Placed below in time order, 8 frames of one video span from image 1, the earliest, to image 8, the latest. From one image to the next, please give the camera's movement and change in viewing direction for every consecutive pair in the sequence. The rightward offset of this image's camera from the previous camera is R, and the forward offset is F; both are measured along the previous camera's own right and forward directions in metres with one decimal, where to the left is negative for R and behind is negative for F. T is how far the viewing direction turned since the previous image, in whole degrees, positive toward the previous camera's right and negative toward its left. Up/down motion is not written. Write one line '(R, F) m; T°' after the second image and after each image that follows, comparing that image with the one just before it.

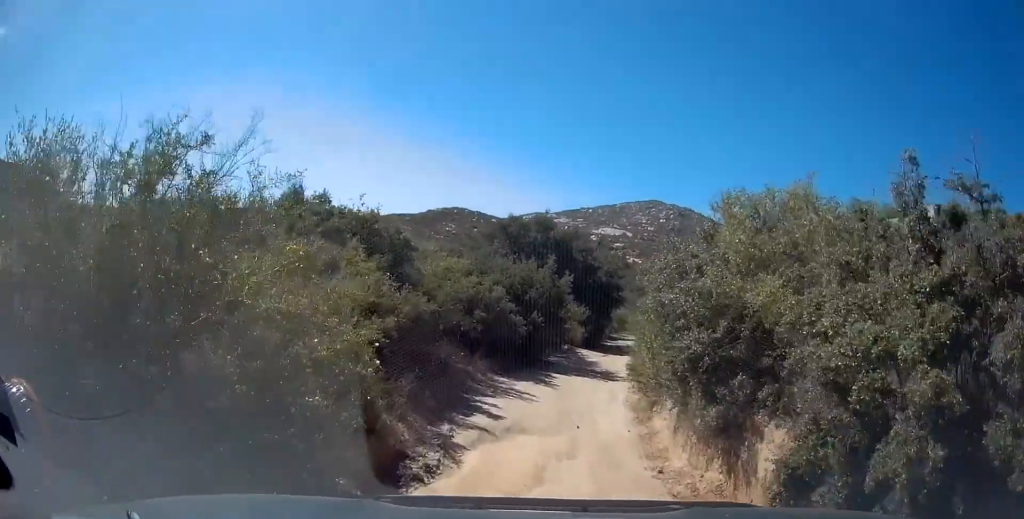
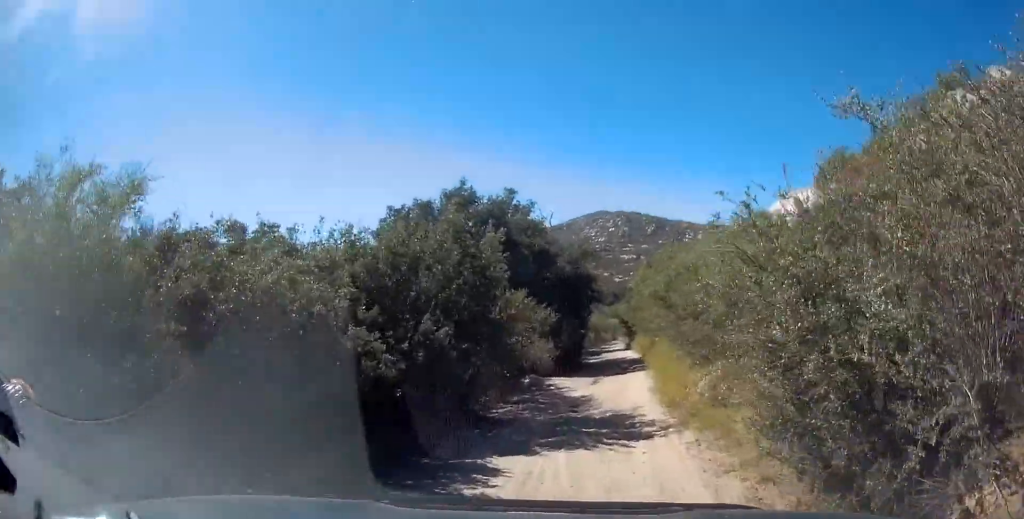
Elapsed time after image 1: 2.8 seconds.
(+0.4, +13.5) m; +1°
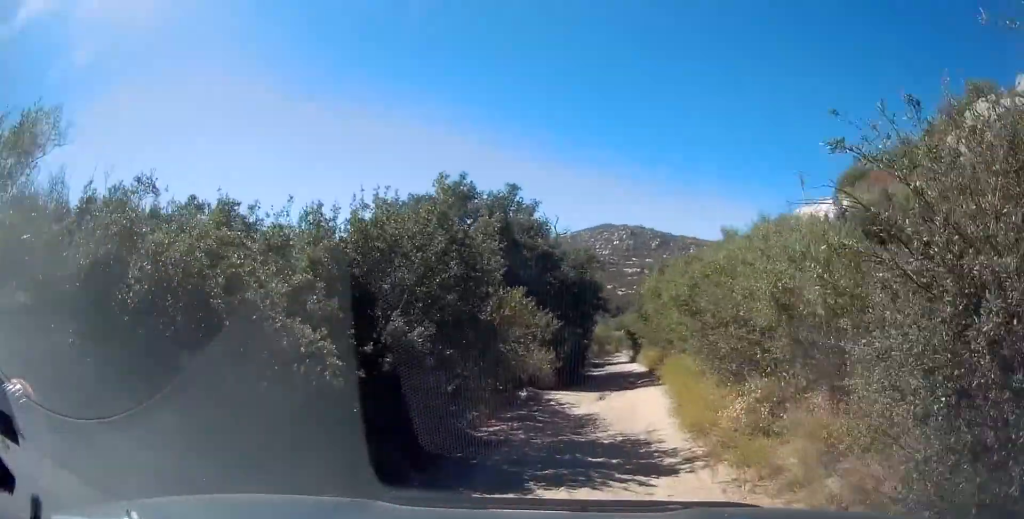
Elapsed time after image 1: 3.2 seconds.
(0.0, +2.1) m; -1°
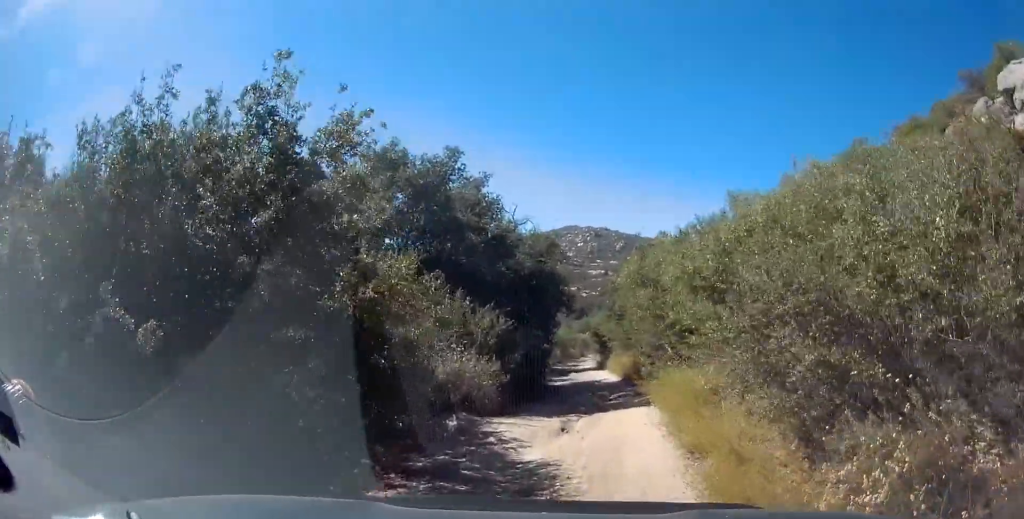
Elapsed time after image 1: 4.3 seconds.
(0.0, +4.4) m; +4°
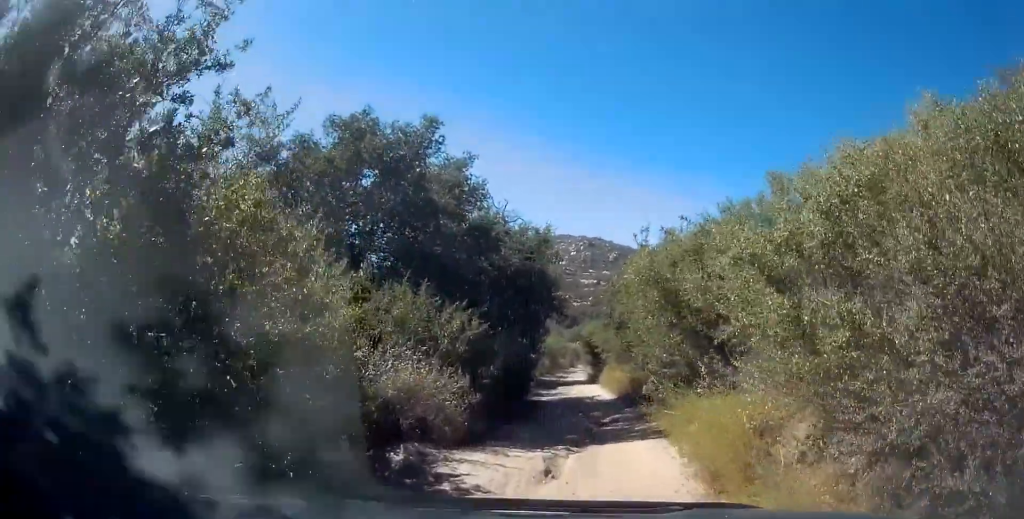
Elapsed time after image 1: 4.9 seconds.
(+0.2, +2.6) m; +1°
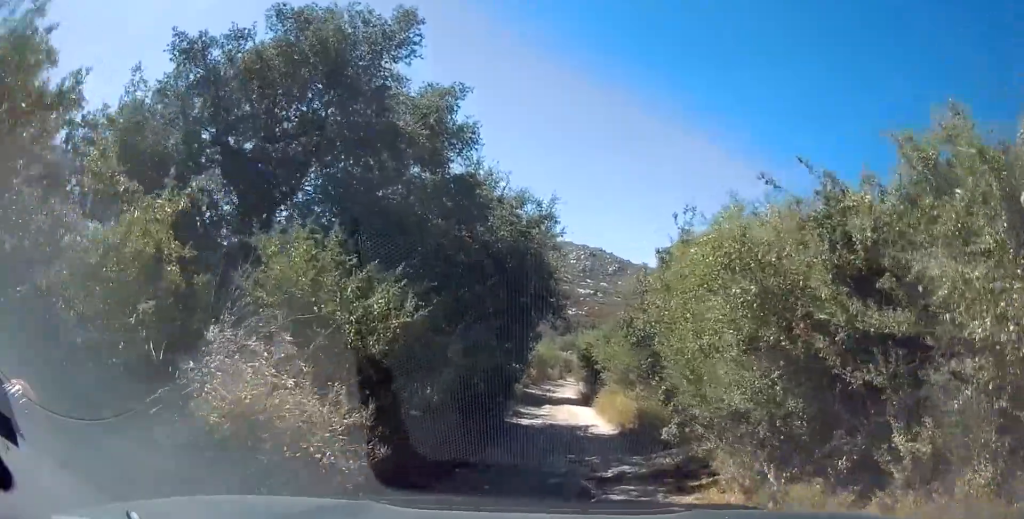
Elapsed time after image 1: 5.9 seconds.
(0.0, +4.5) m; +1°
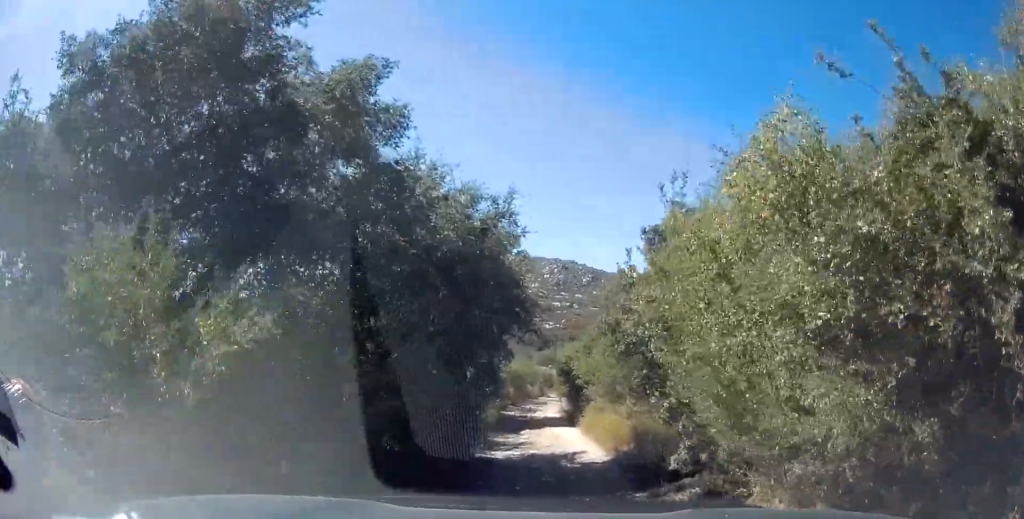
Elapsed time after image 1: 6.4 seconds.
(0.0, +2.6) m; 0°
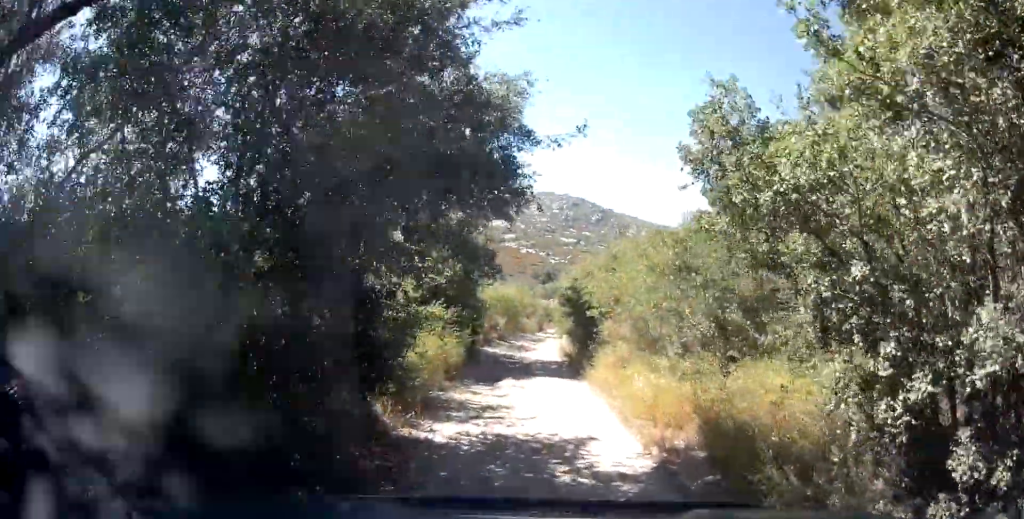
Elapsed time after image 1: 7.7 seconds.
(+0.2, +6.3) m; +3°
